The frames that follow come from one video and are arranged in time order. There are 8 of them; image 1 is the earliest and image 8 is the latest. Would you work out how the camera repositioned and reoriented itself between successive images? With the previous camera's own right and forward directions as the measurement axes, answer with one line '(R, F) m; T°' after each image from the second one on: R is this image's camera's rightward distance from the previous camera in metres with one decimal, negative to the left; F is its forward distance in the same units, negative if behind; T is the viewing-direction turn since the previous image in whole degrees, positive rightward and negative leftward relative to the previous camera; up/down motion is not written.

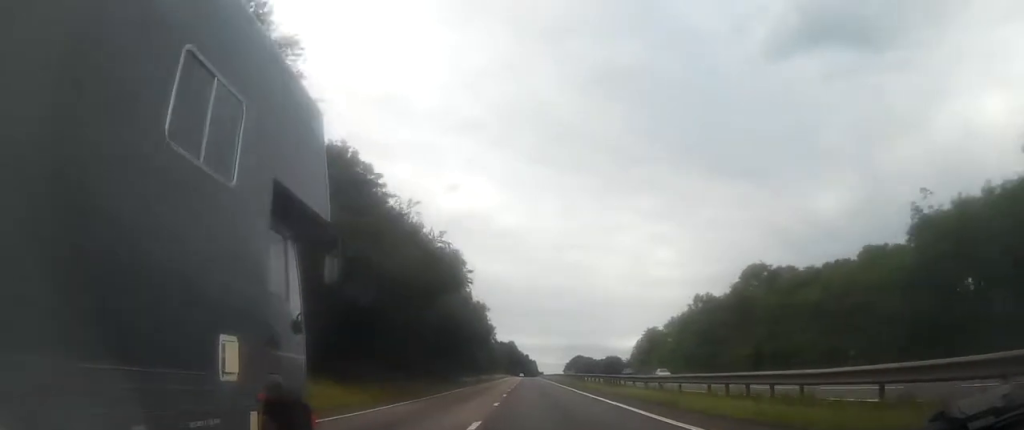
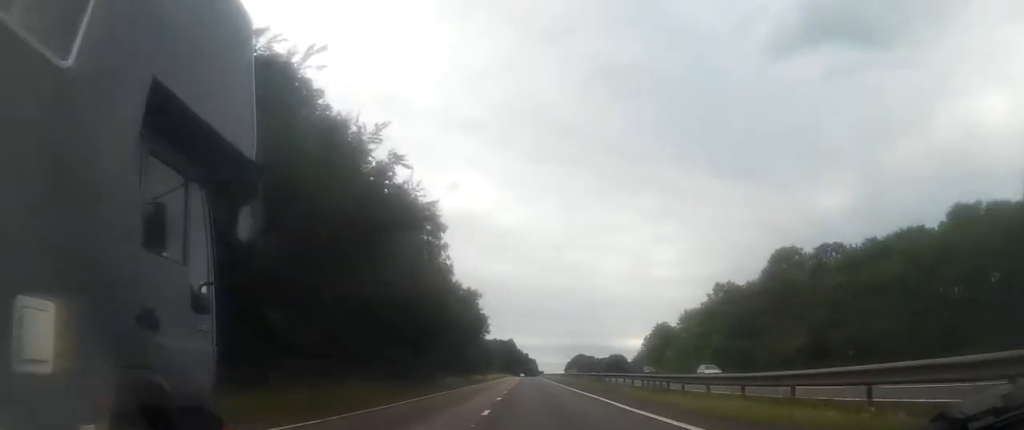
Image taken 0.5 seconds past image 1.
(-0.1, +13.4) m; 0°
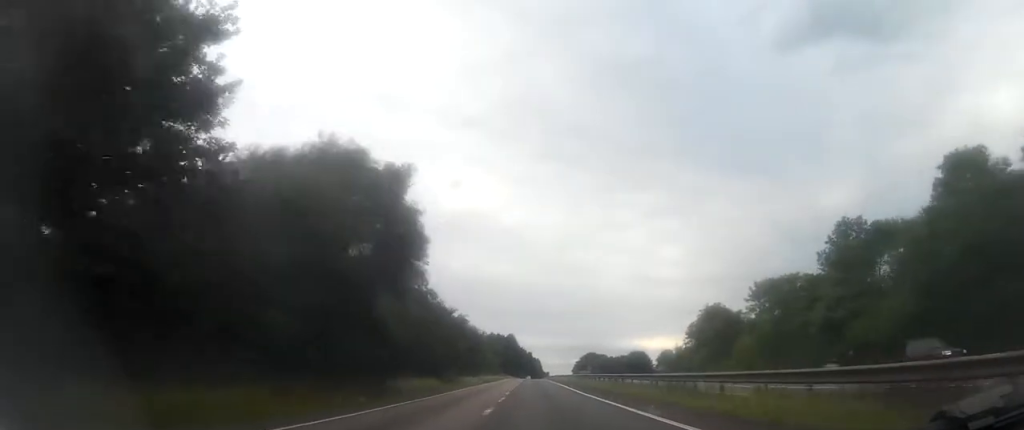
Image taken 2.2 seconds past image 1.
(-0.1, +44.8) m; -1°
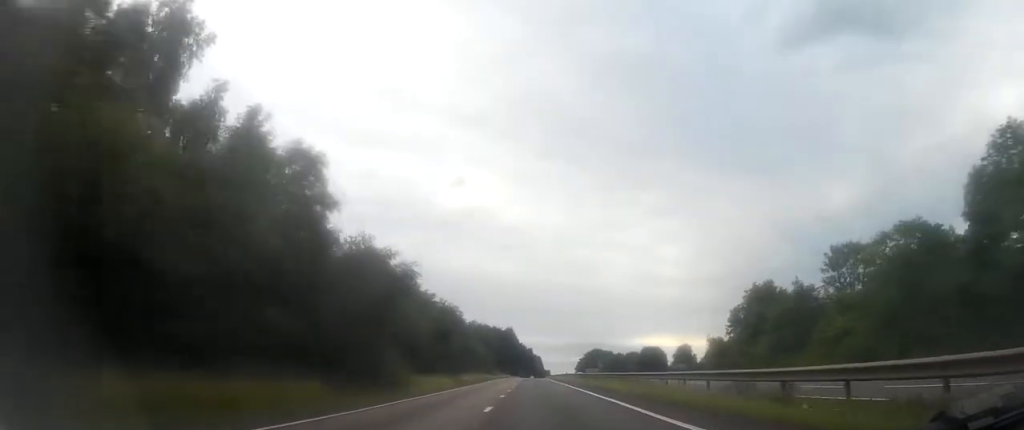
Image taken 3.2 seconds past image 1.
(-0.2, +27.3) m; 0°
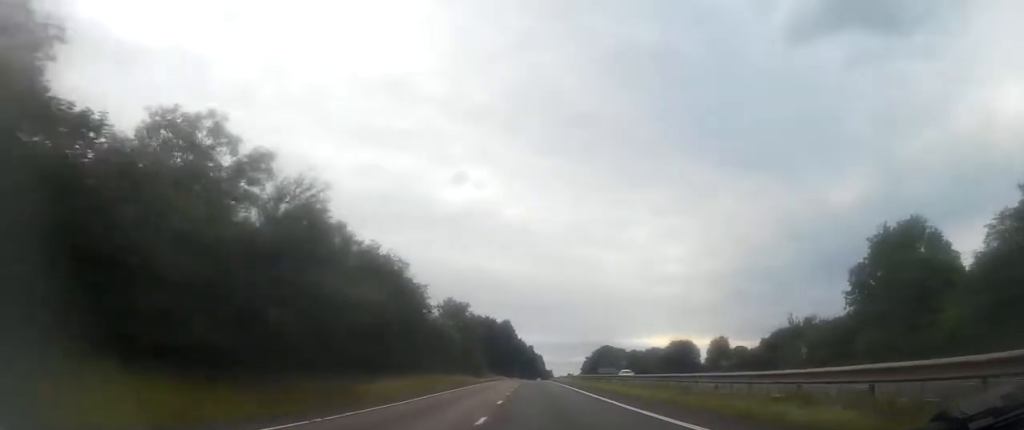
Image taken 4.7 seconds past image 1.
(-0.2, +39.2) m; -1°
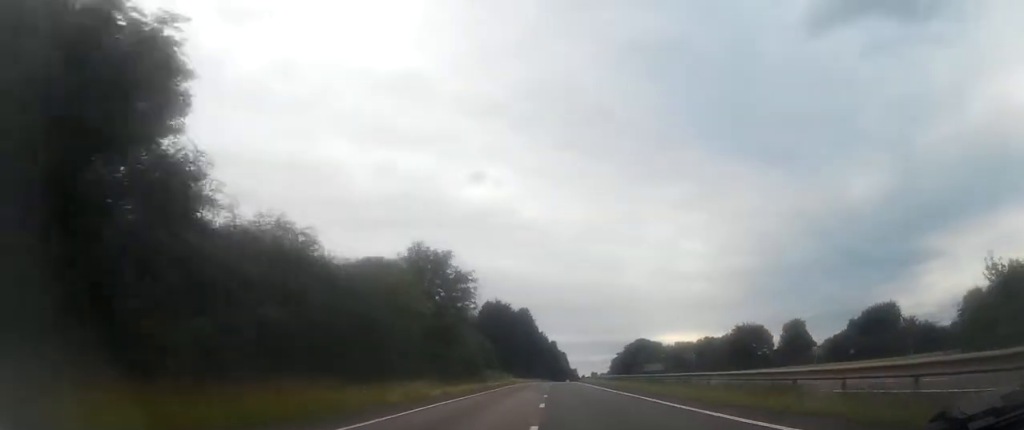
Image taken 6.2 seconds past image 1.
(+0.1, +38.2) m; 0°
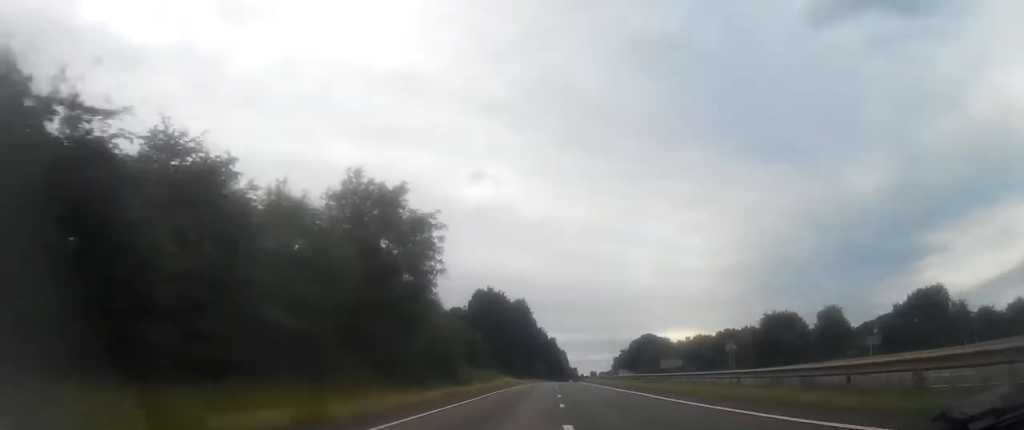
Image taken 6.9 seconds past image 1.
(+0.1, +18.2) m; 0°
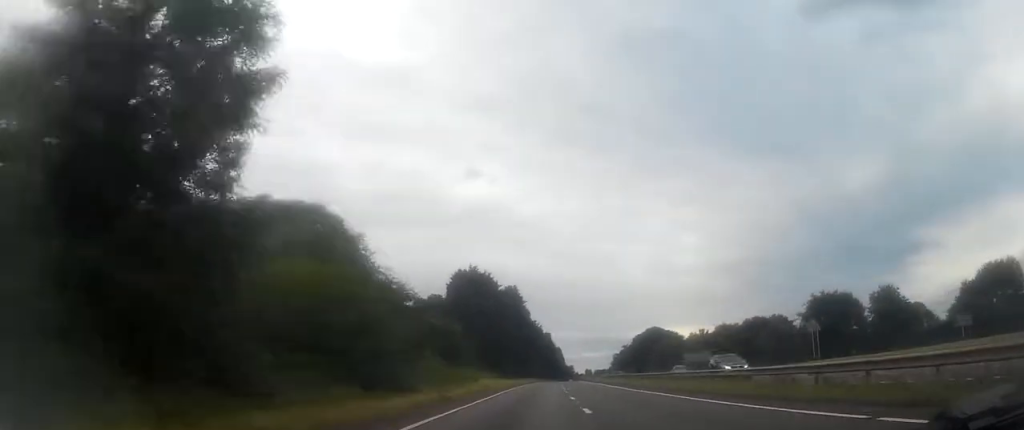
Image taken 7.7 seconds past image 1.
(-0.3, +22.5) m; -1°
